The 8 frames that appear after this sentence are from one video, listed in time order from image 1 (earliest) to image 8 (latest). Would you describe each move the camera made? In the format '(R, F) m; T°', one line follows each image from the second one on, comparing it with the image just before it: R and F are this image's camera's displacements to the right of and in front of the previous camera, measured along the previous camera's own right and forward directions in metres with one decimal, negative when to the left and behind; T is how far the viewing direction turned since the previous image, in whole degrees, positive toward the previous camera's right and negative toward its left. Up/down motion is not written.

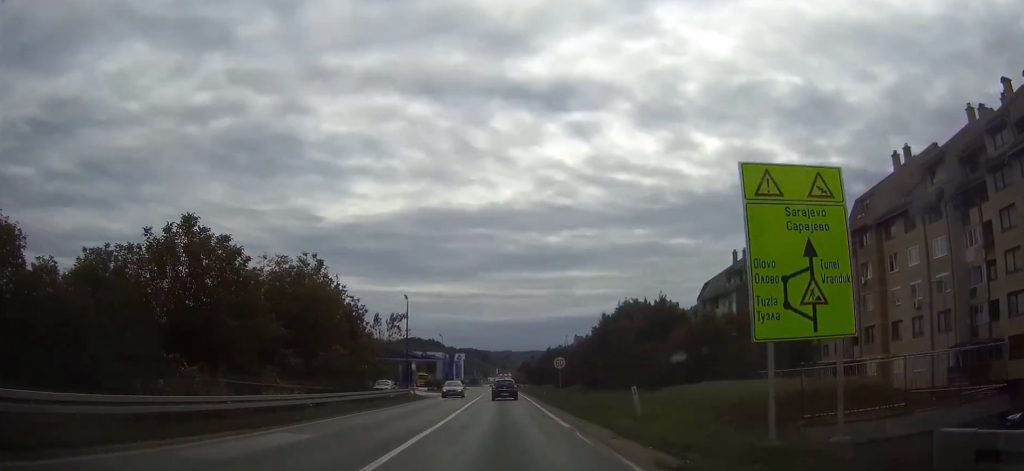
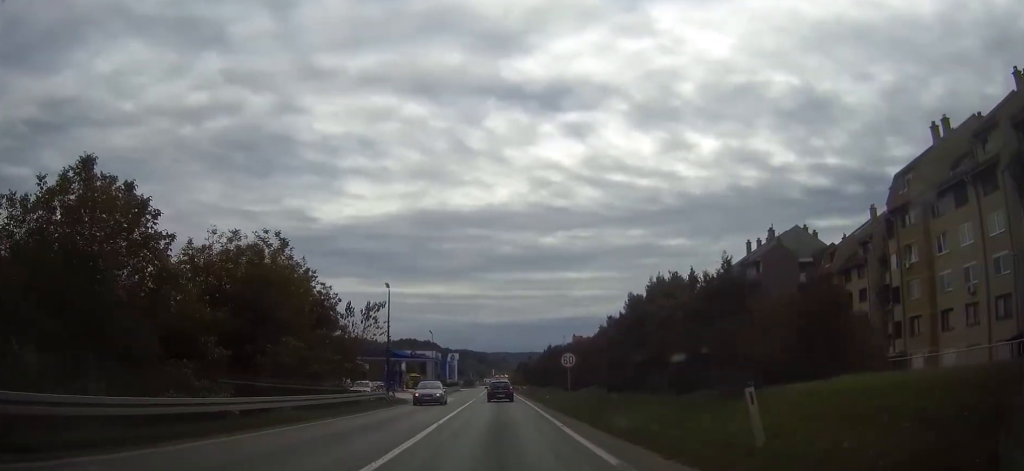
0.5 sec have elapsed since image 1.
(0.0, +6.6) m; 0°
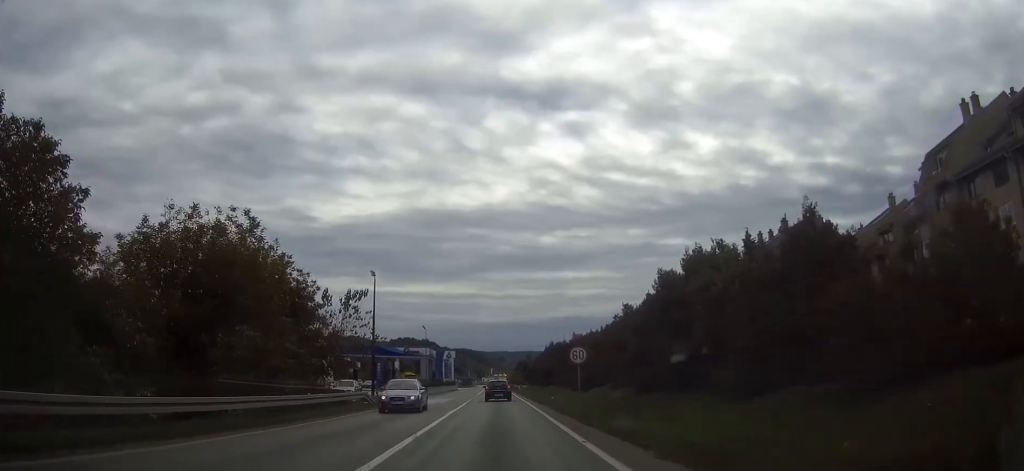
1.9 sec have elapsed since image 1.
(+0.2, +19.8) m; +1°
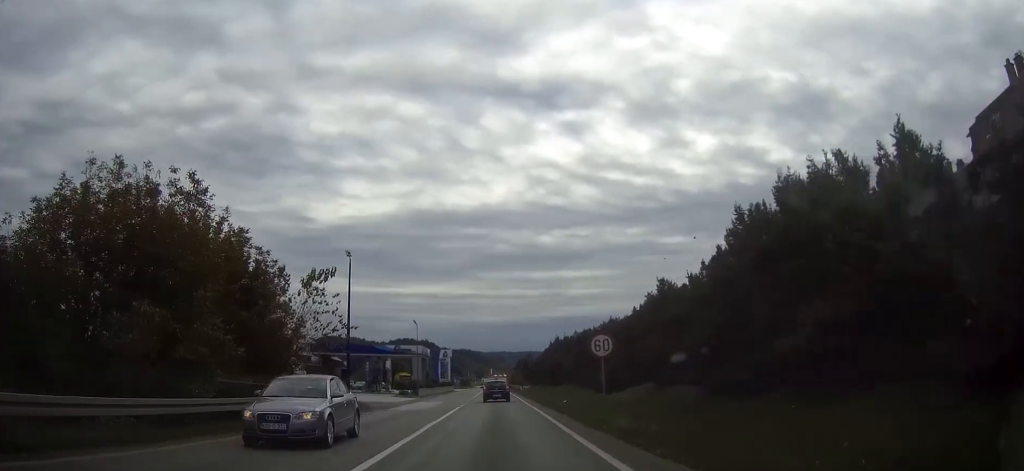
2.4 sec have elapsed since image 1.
(0.0, +7.0) m; 0°
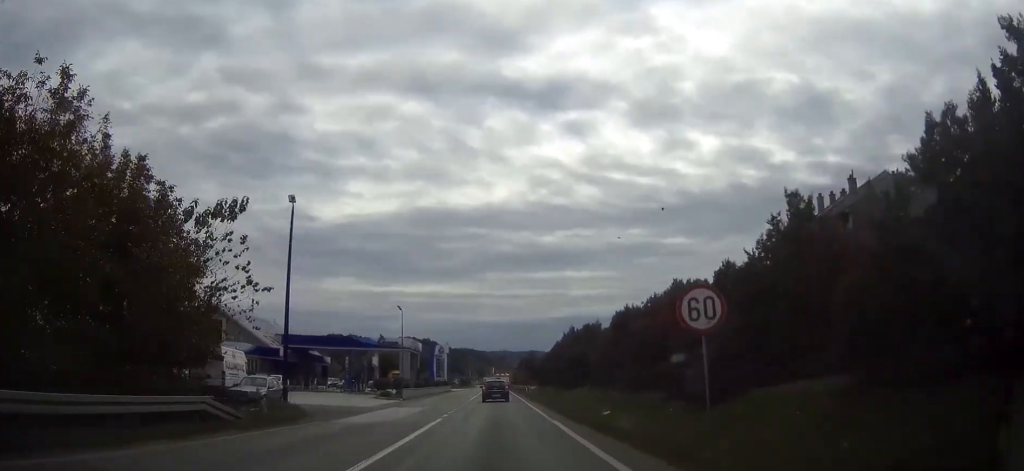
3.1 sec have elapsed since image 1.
(0.0, +11.4) m; 0°
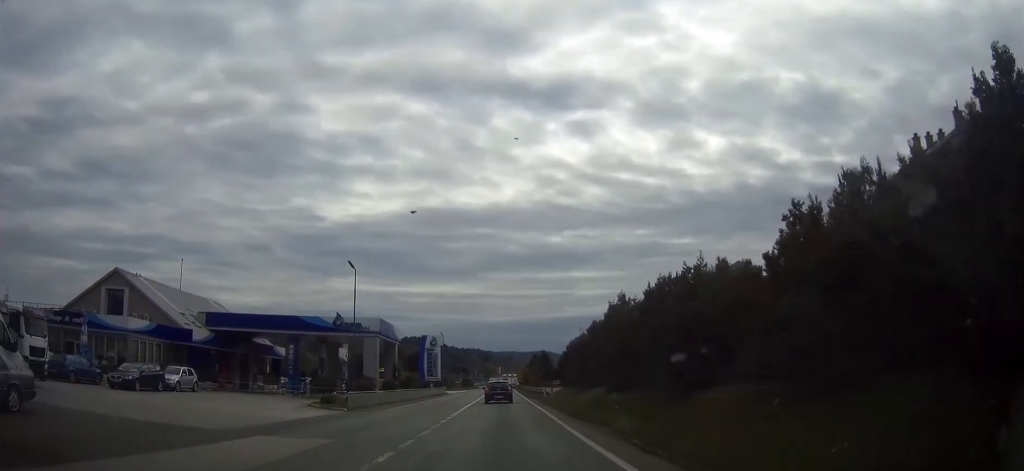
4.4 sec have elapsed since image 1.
(-0.2, +19.9) m; -1°
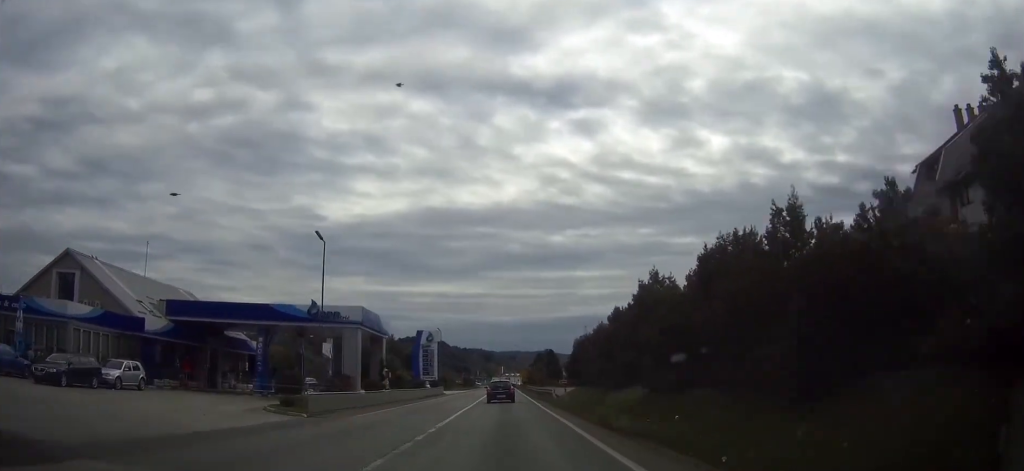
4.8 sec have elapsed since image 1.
(0.0, +7.0) m; 0°
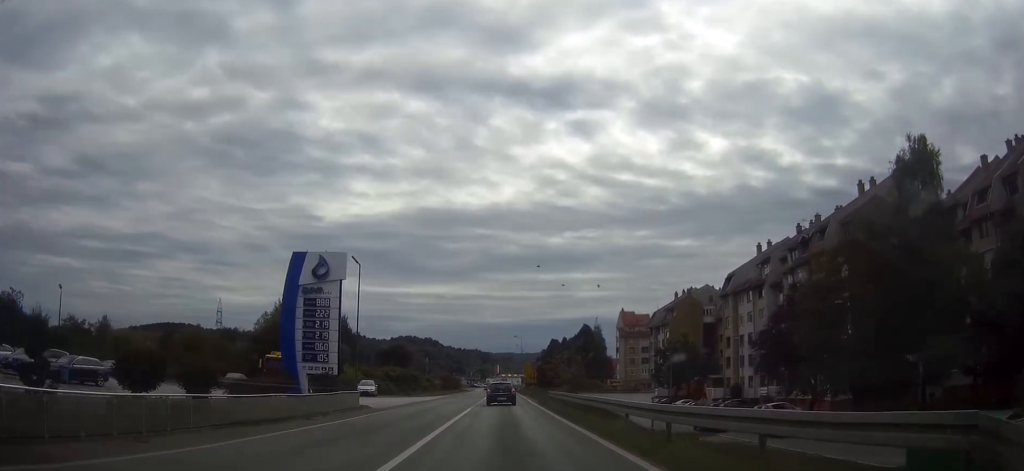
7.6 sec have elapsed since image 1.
(-0.3, +44.3) m; -1°
